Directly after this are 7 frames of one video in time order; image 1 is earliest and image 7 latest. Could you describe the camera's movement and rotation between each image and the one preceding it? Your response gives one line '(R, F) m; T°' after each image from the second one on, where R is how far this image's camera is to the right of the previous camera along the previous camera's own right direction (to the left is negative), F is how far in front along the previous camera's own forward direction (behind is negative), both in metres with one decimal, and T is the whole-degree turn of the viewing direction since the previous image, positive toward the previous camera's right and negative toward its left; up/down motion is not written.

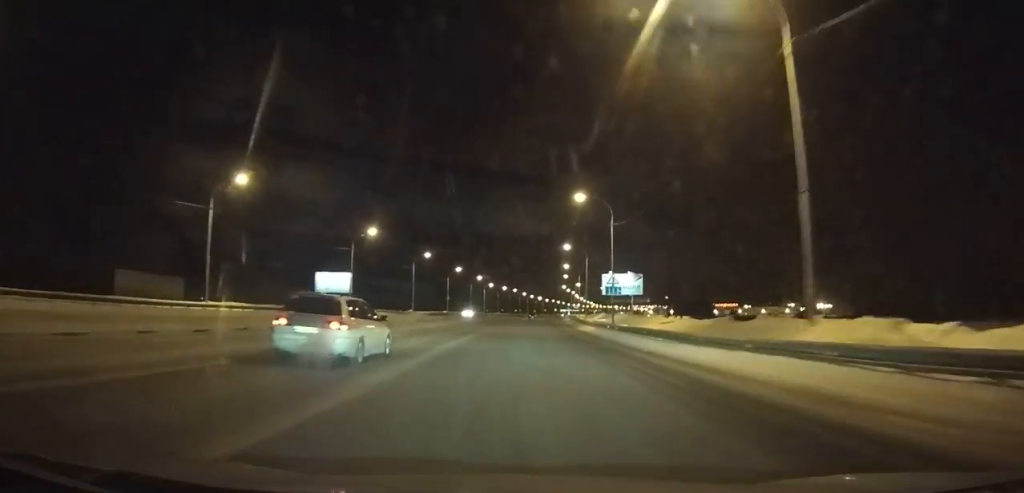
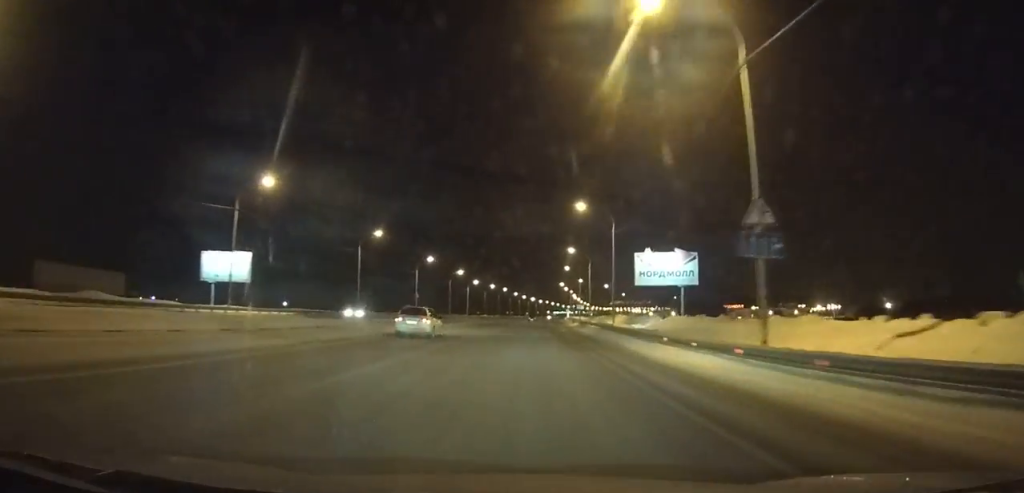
(+0.1, +34.6) m; 0°
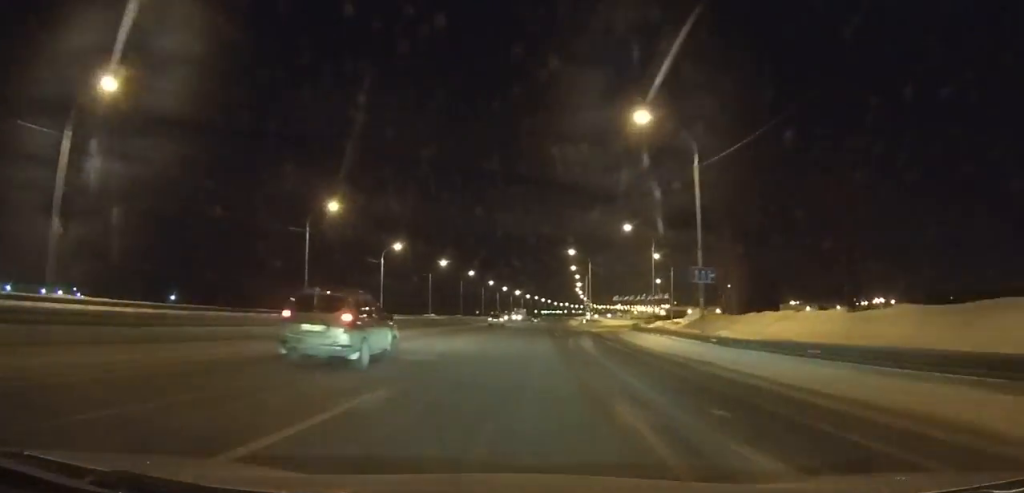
(+1.8, +93.3) m; +2°
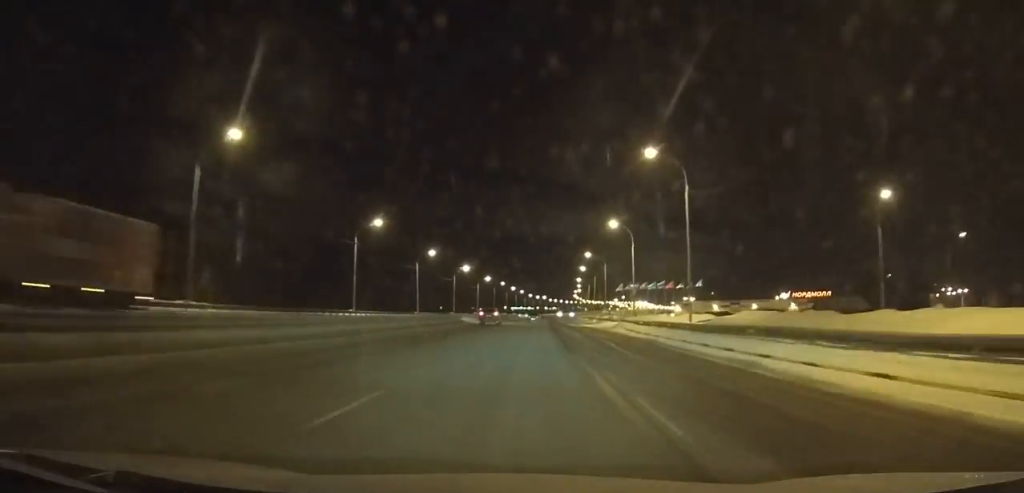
(+3.0, +116.1) m; +3°
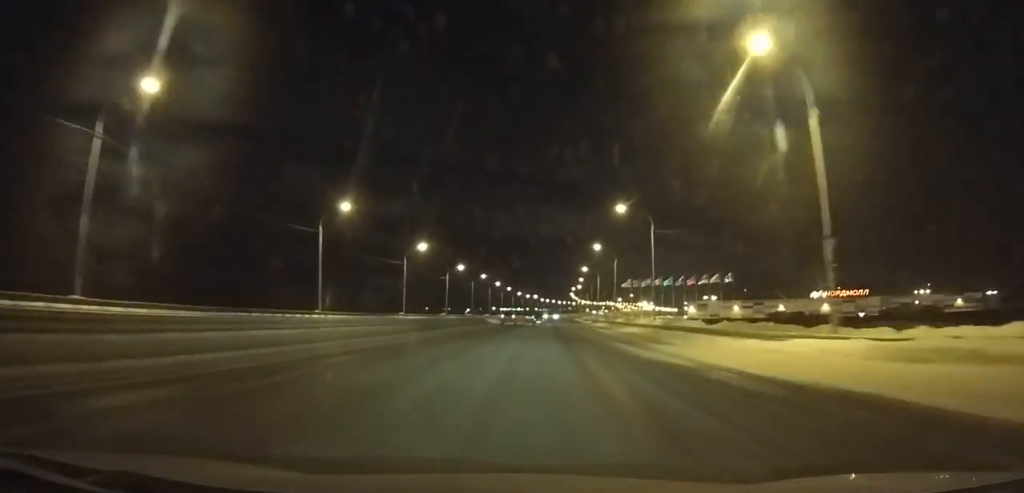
(+0.2, +45.3) m; +1°
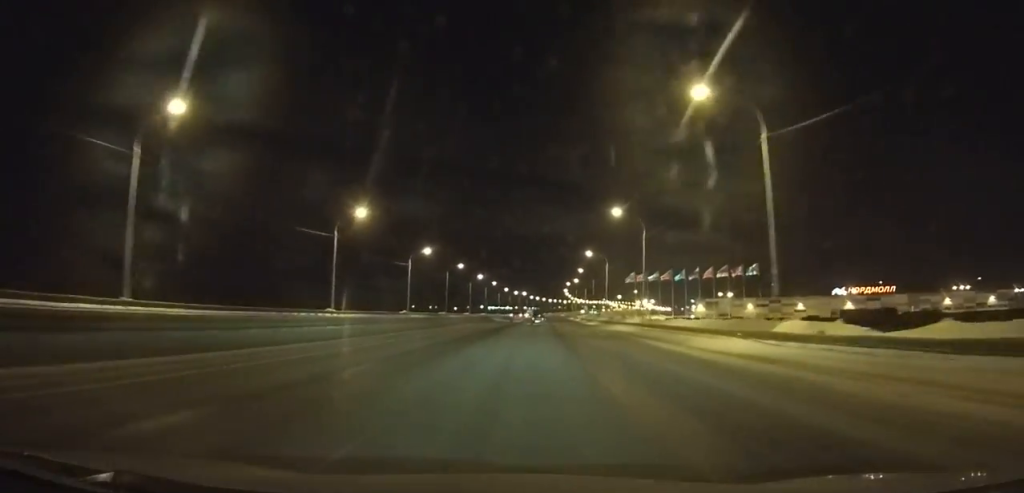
(-0.2, +29.4) m; +1°
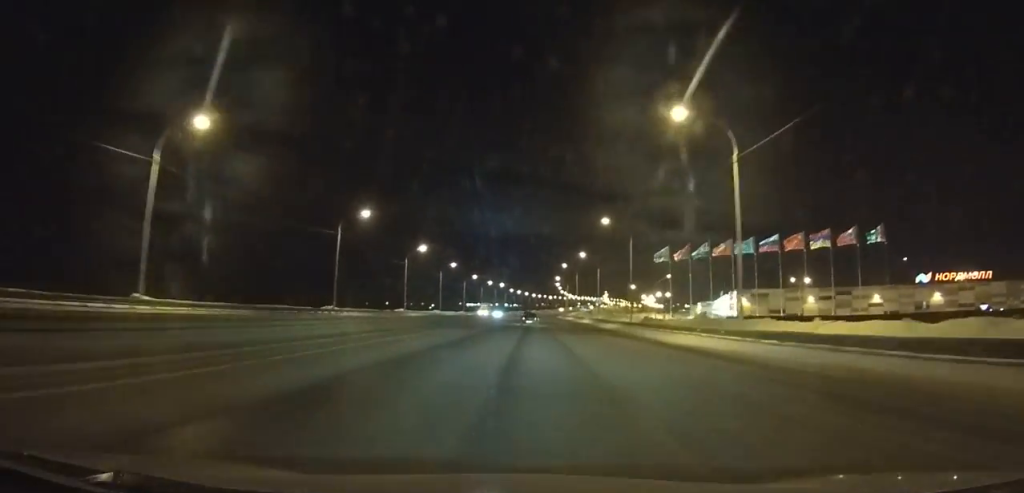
(+1.5, +66.2) m; +2°
